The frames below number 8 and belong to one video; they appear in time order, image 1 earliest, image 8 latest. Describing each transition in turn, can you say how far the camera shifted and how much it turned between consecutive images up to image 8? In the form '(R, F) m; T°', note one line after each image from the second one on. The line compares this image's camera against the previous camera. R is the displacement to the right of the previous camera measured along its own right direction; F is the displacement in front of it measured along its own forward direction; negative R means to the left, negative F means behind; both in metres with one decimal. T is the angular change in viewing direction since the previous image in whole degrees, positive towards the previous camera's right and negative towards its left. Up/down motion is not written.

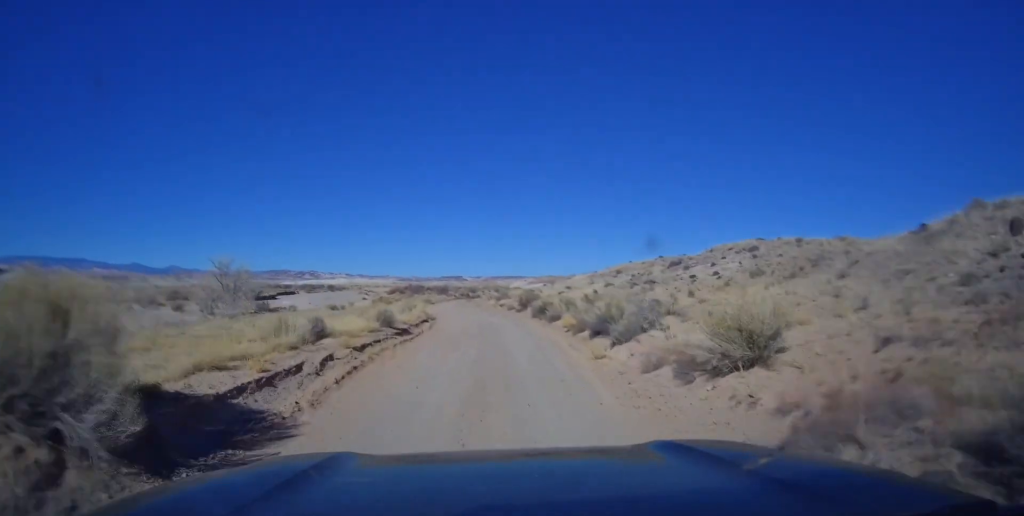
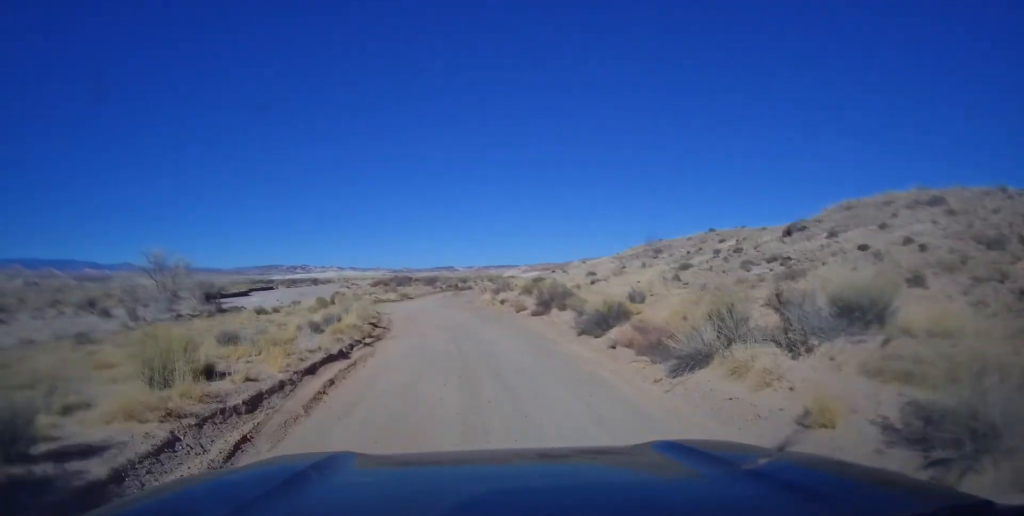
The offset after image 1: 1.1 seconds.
(0.0, +16.1) m; +1°
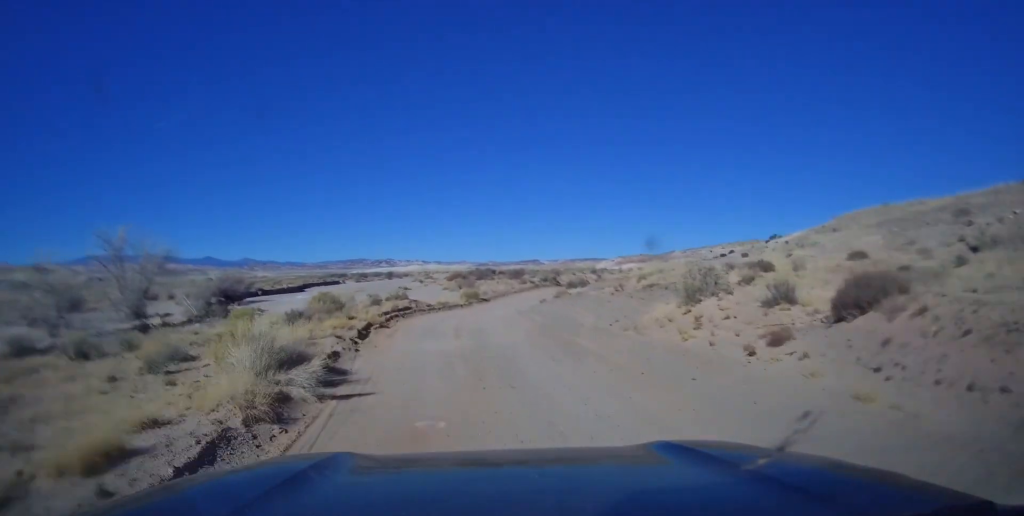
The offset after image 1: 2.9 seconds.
(+1.3, +24.8) m; 0°
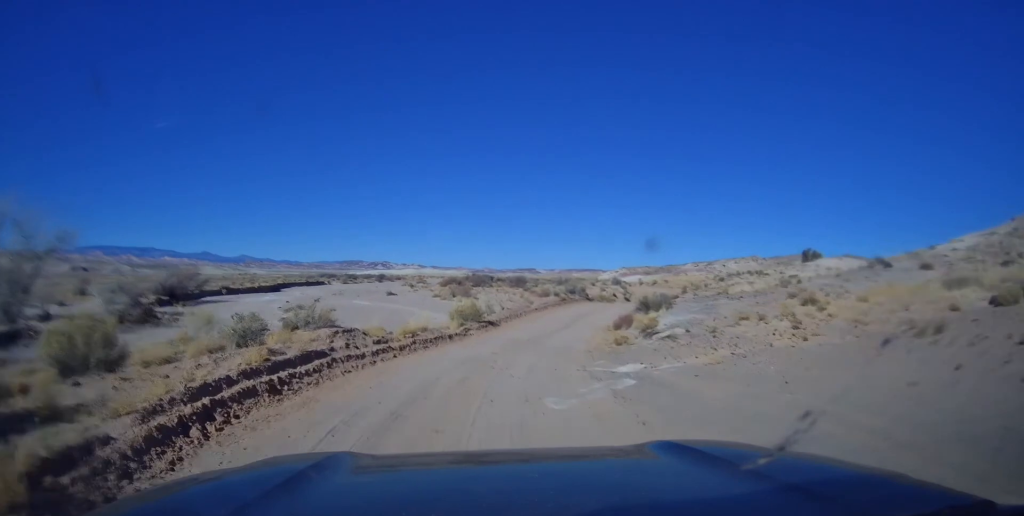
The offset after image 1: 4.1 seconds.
(-1.1, +17.3) m; -1°
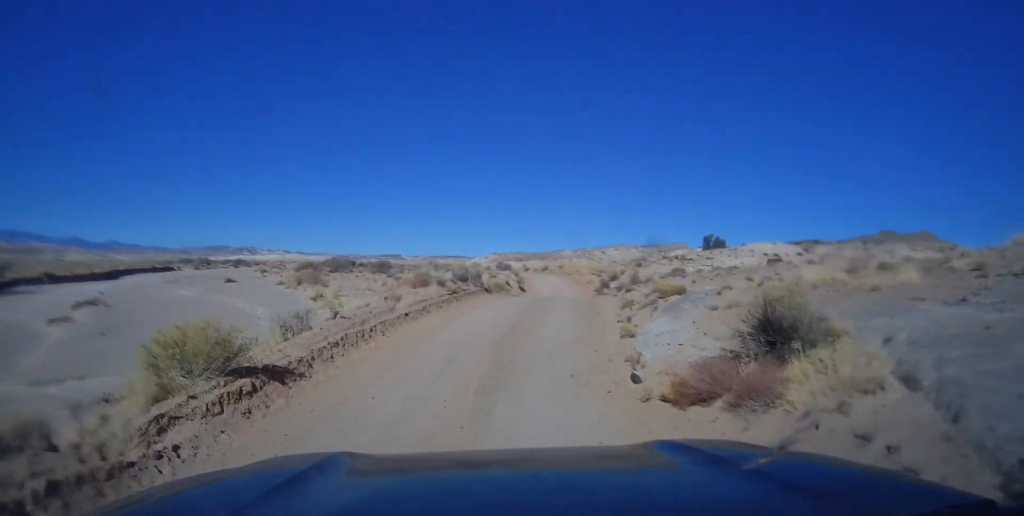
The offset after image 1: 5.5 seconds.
(-0.1, +18.3) m; +2°
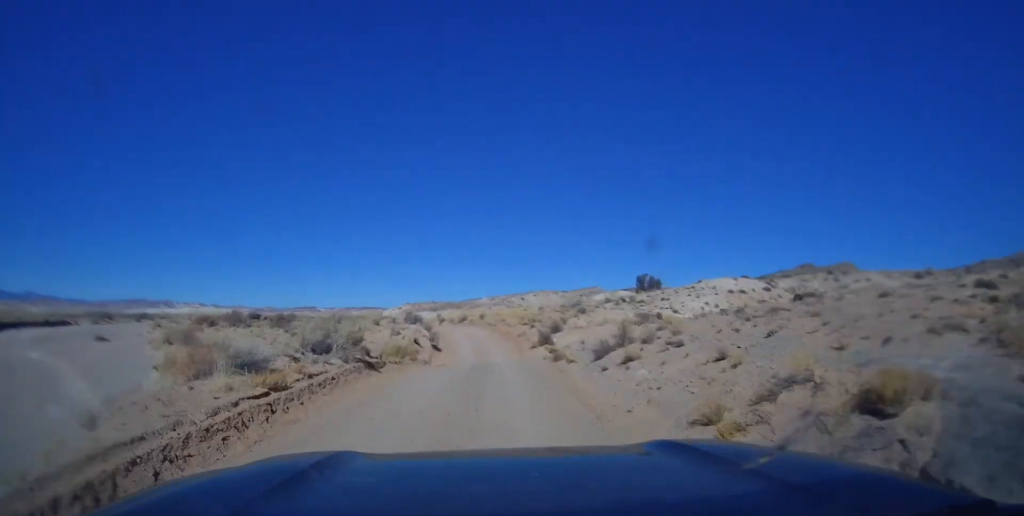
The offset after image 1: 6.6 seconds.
(-0.3, +13.5) m; +4°
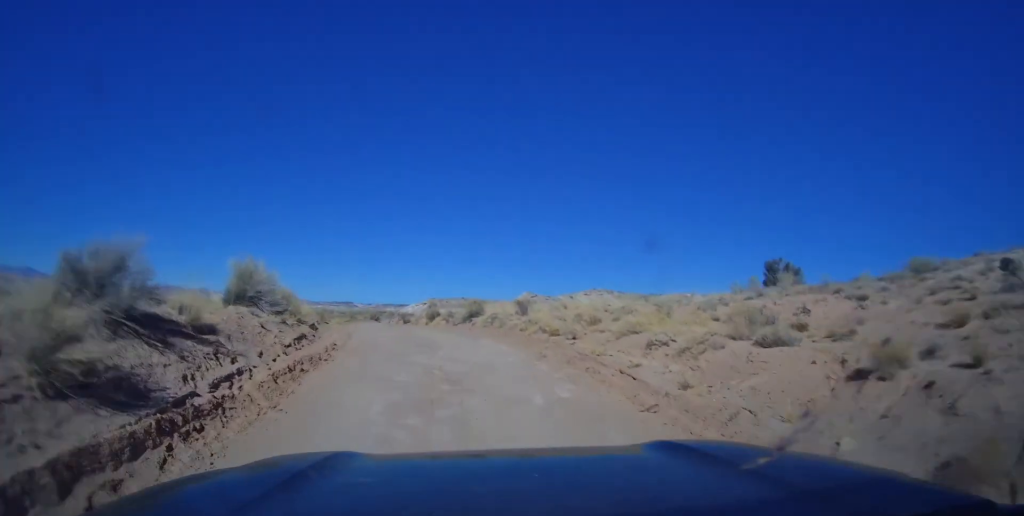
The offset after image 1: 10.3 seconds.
(+5.6, +41.8) m; +8°
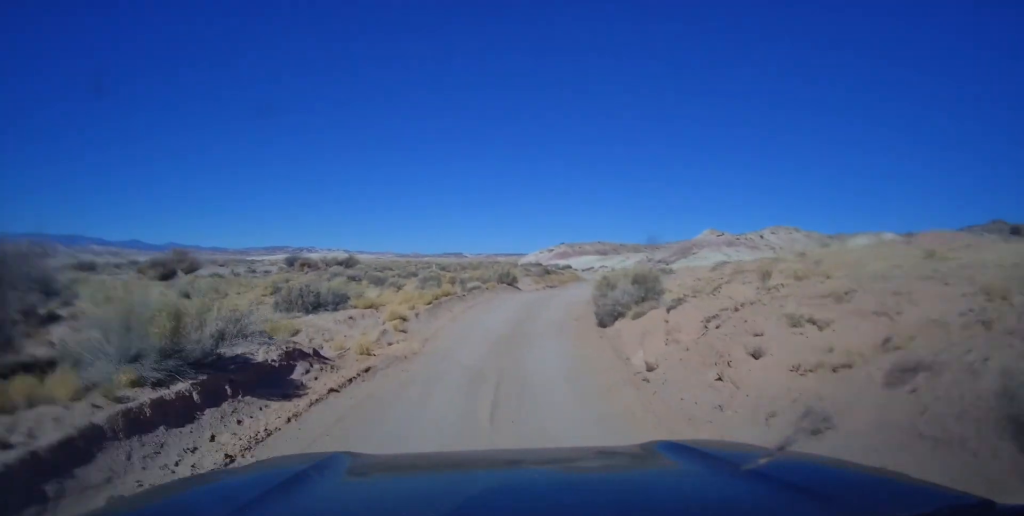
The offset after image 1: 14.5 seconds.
(-5.7, +46.2) m; -12°
